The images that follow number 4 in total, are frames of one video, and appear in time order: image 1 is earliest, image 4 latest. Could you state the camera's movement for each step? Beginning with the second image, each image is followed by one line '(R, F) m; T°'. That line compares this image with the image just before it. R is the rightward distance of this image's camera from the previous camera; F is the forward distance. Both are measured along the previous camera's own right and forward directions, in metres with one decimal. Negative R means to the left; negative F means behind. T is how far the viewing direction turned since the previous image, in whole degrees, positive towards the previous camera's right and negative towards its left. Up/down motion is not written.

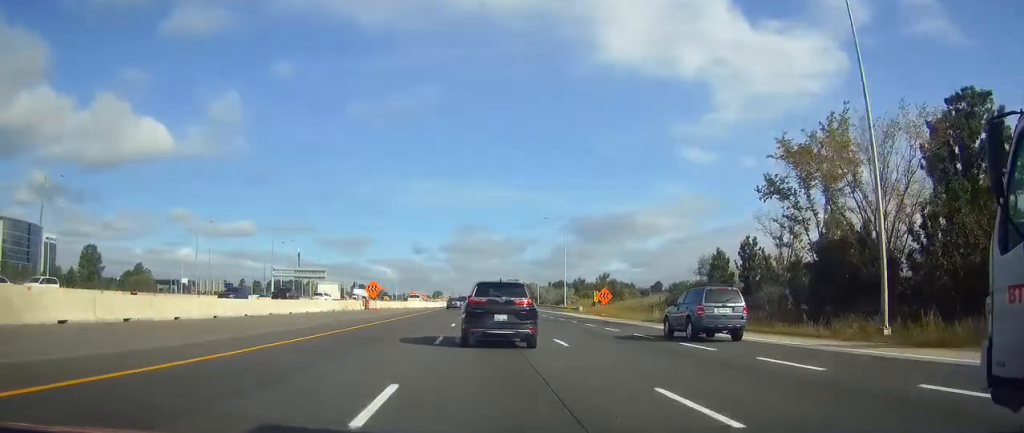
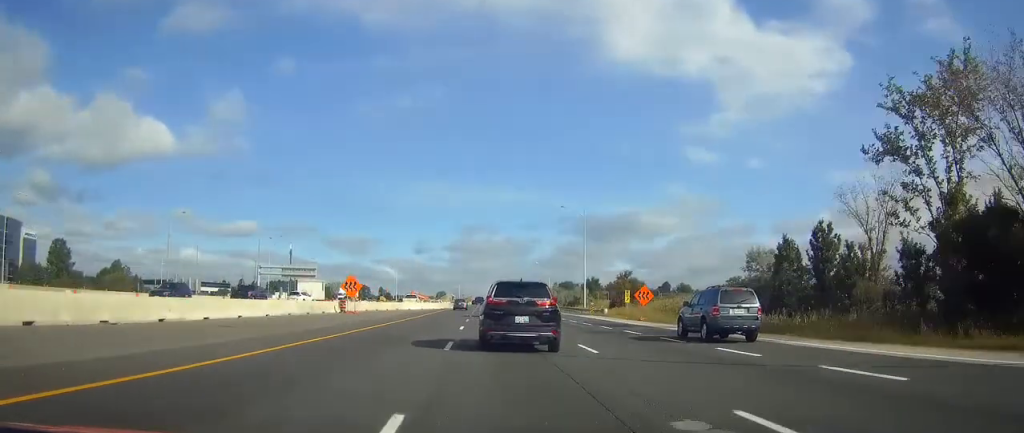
(-0.2, +14.3) m; 0°
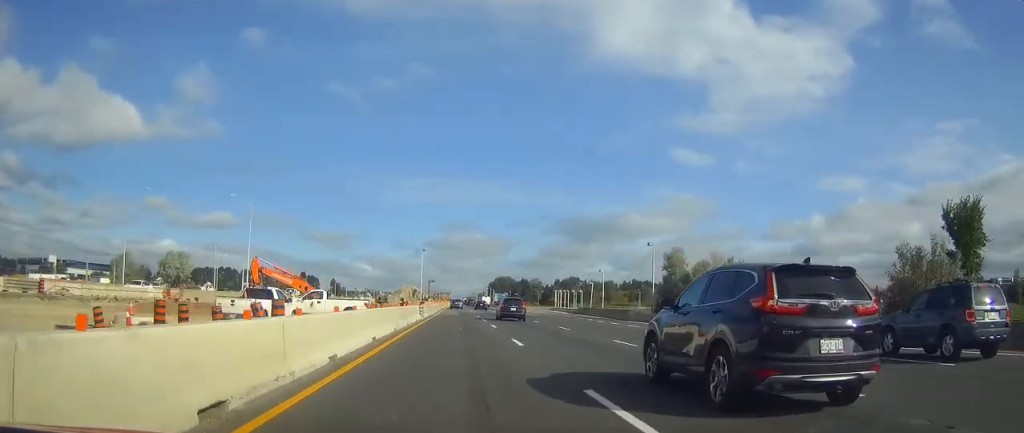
(+1.1, +144.1) m; +1°
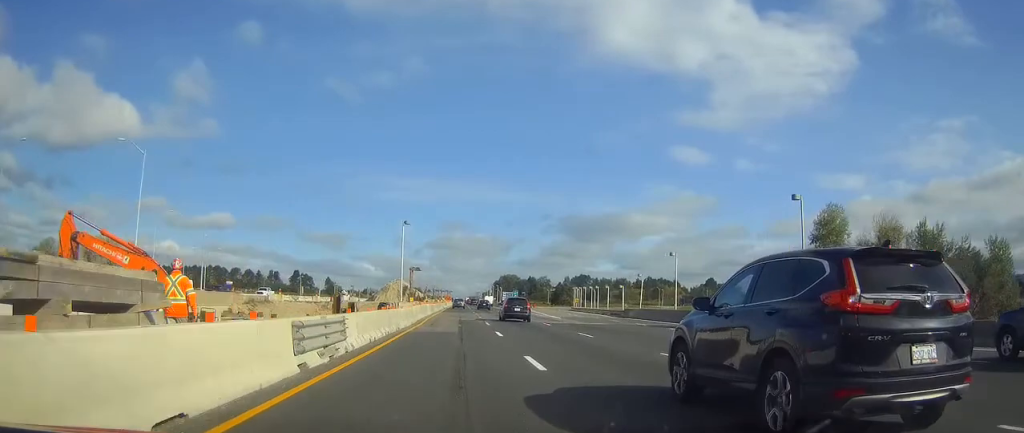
(+0.1, +30.5) m; 0°
